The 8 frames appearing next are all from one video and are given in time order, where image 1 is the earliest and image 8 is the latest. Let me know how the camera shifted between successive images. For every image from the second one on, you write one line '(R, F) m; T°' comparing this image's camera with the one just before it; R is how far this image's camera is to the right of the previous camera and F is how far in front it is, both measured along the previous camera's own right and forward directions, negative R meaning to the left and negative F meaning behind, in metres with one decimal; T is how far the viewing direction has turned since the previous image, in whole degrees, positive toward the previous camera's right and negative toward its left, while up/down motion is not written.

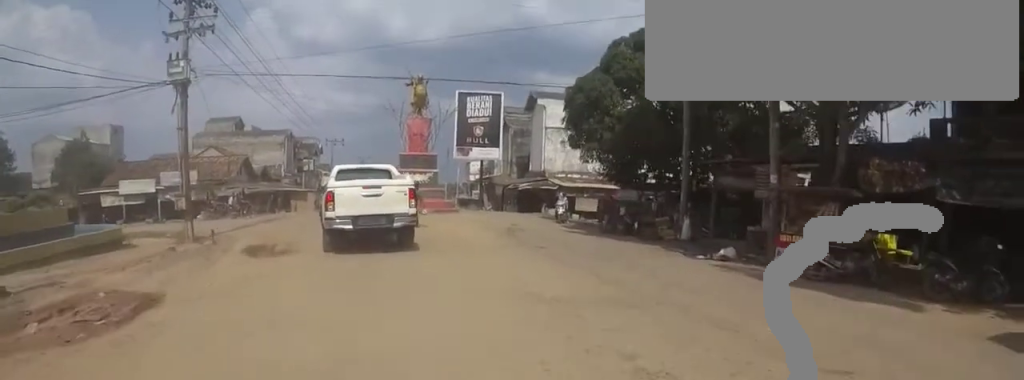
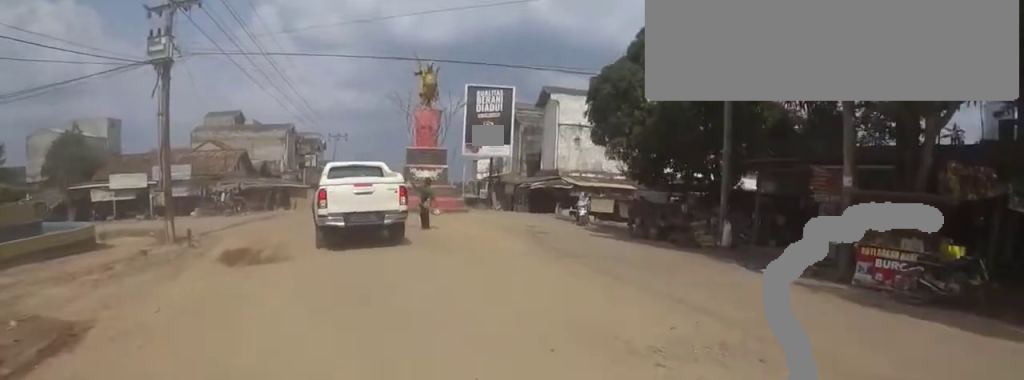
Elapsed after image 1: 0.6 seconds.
(0.0, +2.2) m; 0°
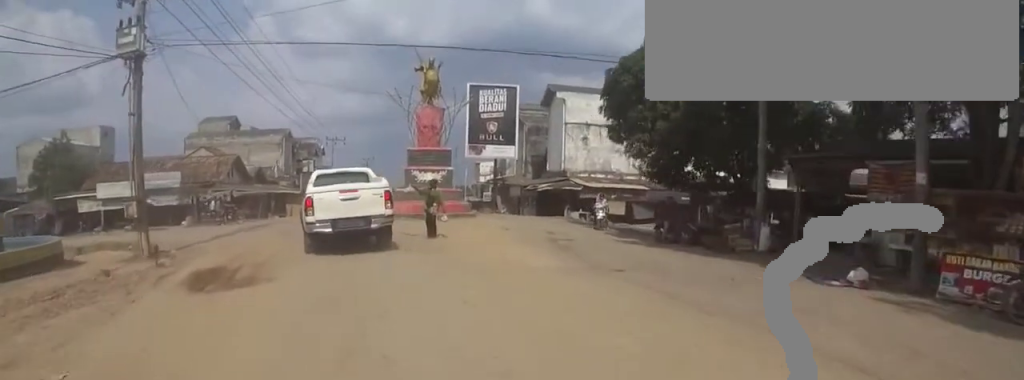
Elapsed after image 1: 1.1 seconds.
(0.0, +1.9) m; 0°
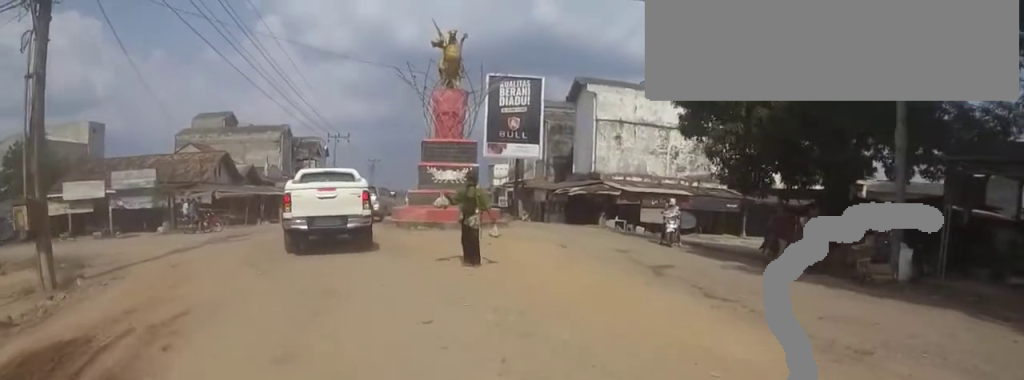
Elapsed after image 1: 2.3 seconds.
(0.0, +4.9) m; 0°
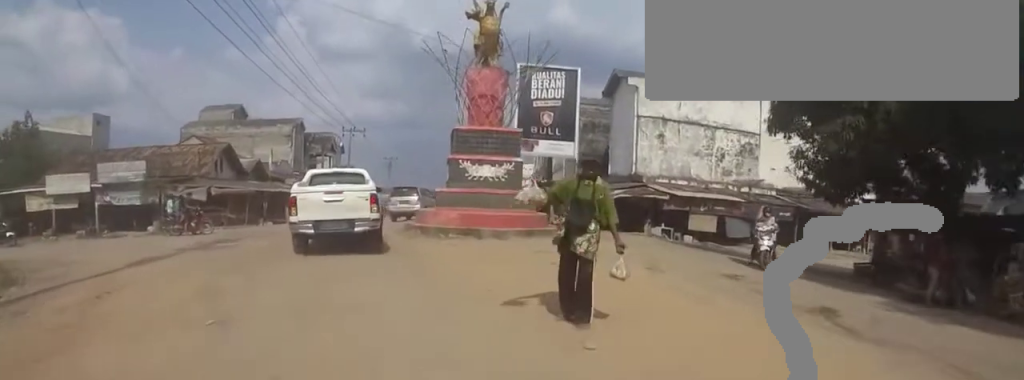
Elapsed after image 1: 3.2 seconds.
(0.0, +3.5) m; 0°
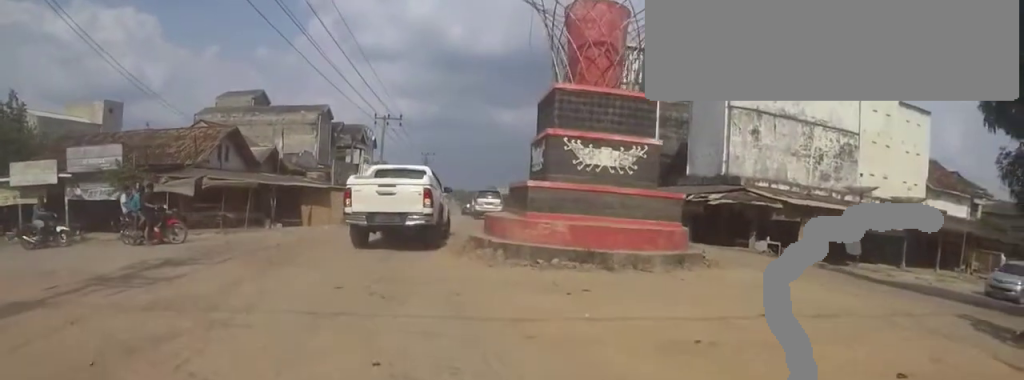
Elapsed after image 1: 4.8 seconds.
(0.0, +5.5) m; 0°
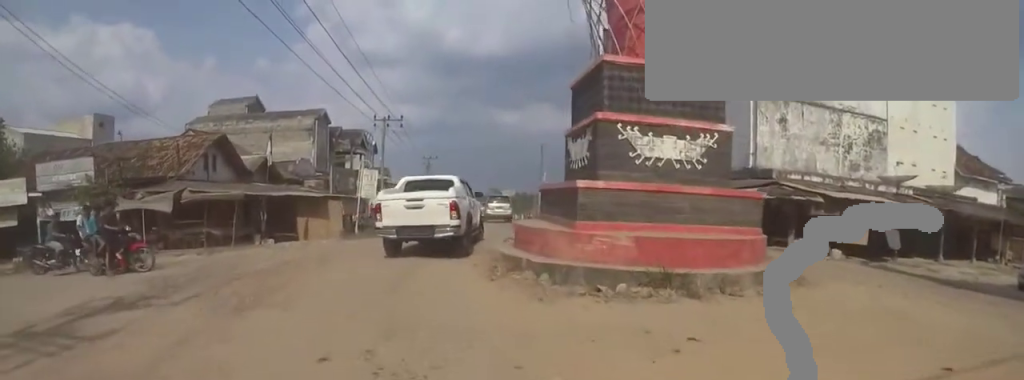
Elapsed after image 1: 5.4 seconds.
(0.0, +2.2) m; +3°
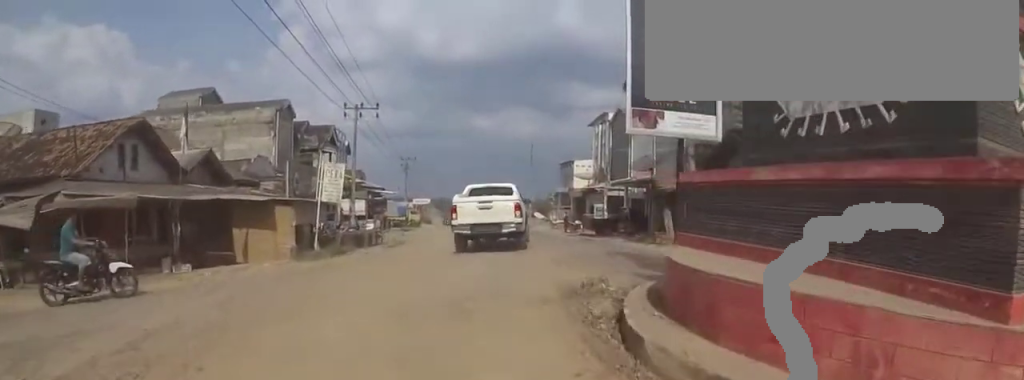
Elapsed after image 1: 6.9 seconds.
(+0.6, +6.0) m; +12°
